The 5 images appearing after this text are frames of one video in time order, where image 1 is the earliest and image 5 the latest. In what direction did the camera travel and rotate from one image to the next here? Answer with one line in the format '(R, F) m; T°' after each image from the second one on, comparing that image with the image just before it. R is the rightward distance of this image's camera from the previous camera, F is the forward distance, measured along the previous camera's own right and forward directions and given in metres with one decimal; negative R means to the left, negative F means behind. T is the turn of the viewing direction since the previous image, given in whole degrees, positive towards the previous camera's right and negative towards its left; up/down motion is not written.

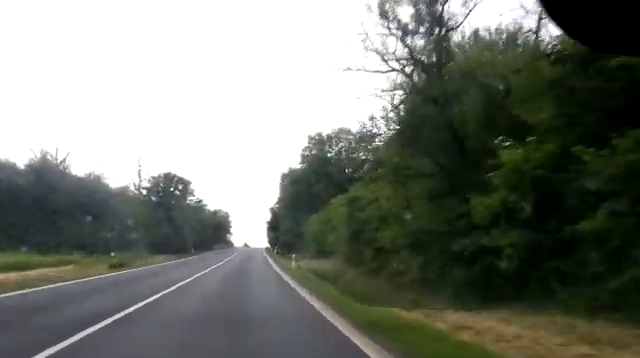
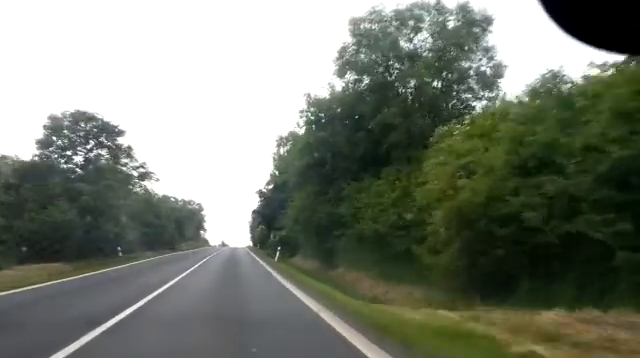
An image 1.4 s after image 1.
(+1.2, +26.1) m; +5°
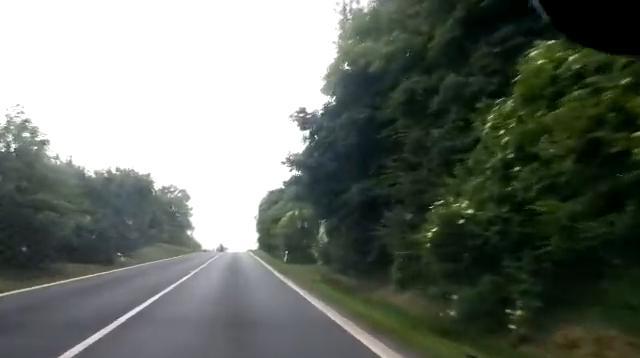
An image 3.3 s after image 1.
(+1.3, +36.3) m; +3°
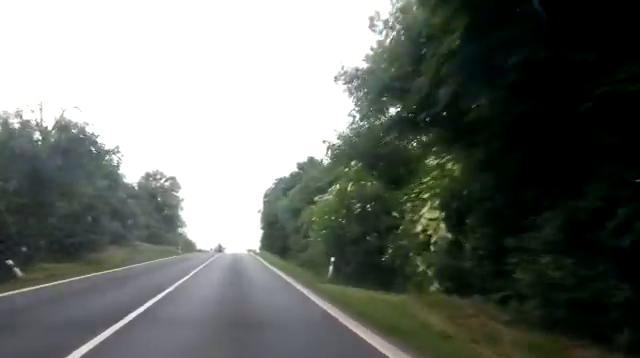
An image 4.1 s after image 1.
(-0.2, +14.8) m; +1°
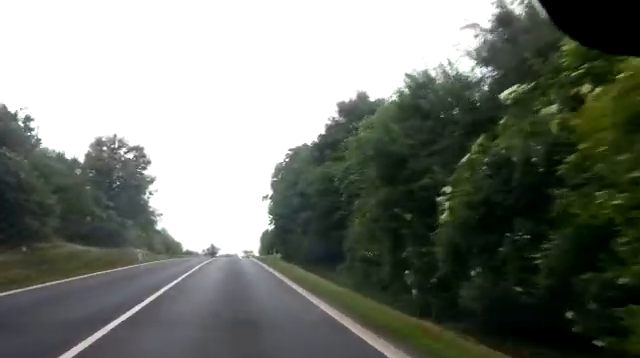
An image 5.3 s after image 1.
(+0.6, +22.0) m; +1°
